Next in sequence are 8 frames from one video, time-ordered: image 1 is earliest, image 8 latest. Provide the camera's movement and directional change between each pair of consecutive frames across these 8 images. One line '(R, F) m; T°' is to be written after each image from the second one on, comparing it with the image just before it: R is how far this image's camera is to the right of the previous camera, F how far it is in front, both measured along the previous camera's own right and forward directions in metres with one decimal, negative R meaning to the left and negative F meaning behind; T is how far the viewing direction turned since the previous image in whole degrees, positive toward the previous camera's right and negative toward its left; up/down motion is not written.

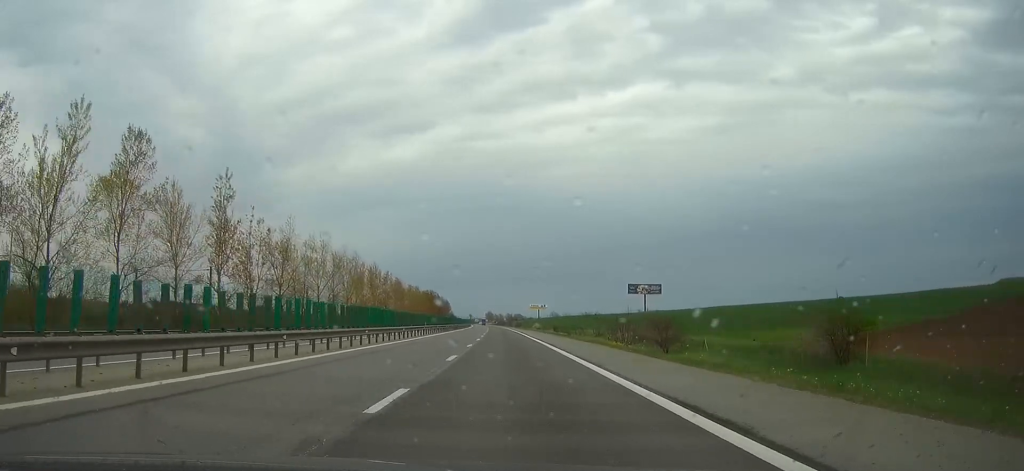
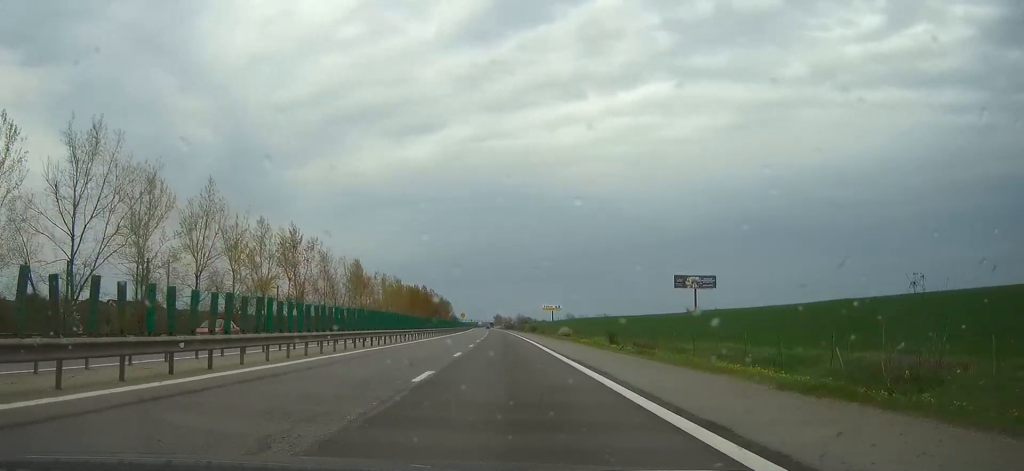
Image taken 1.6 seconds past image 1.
(-0.4, +67.0) m; -1°
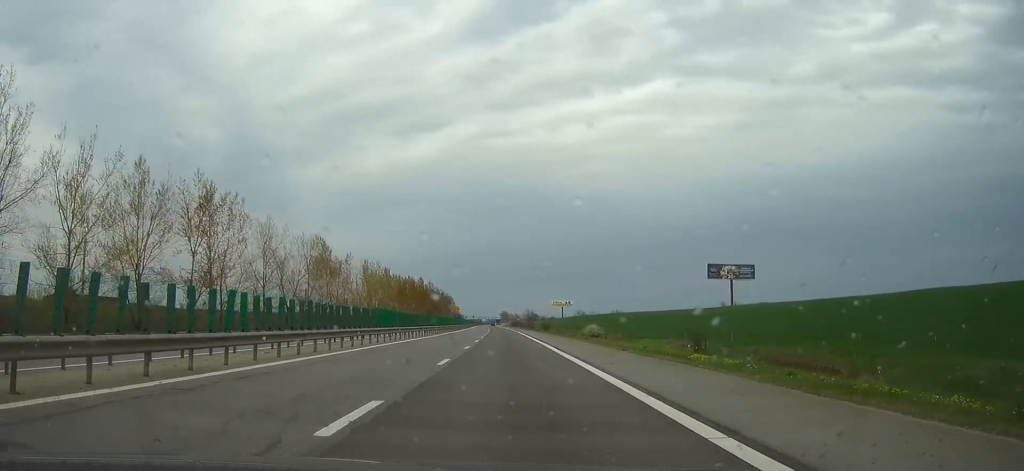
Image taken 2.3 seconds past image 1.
(0.0, +31.4) m; -1°
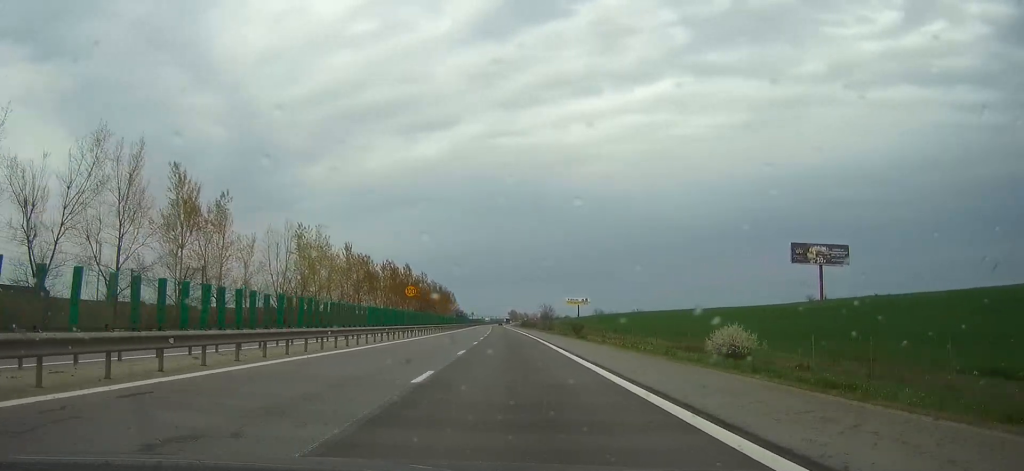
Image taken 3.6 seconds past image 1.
(-0.4, +53.8) m; -1°
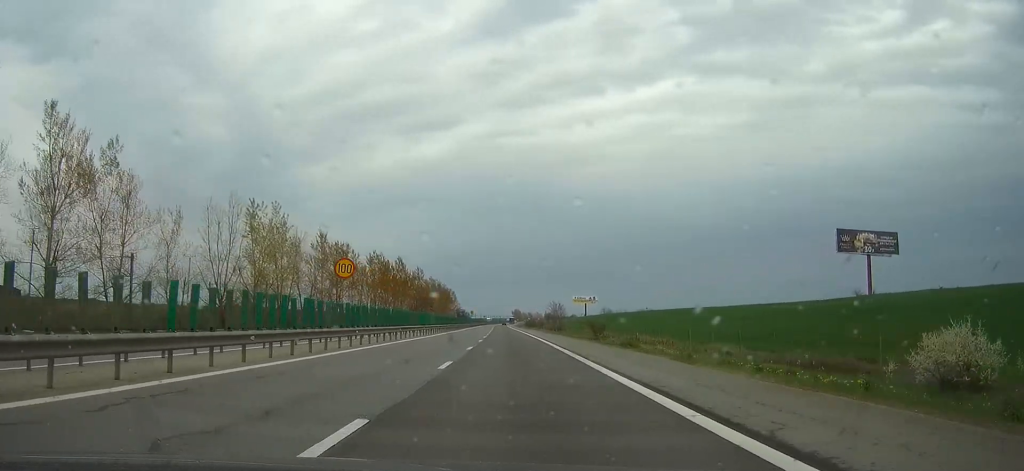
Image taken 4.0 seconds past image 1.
(0.0, +19.4) m; 0°
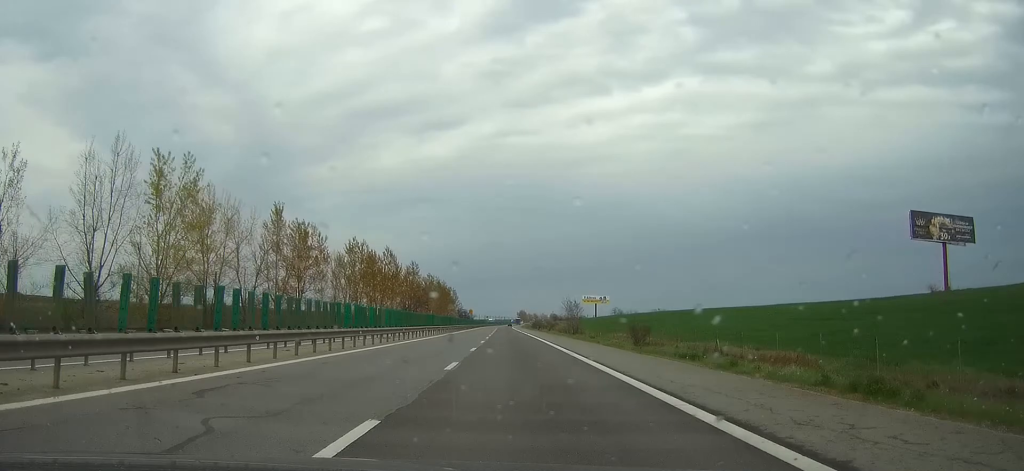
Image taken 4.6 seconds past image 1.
(0.0, +22.9) m; 0°
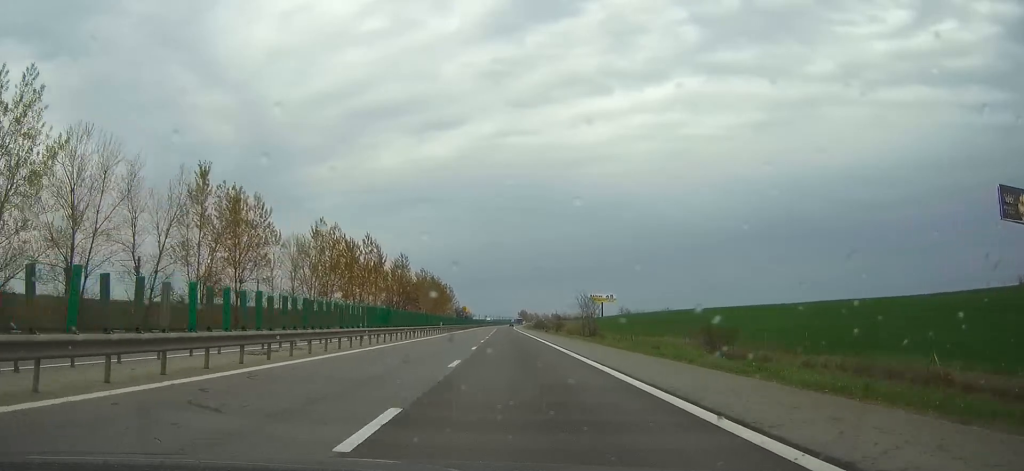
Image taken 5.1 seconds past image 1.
(-0.1, +20.9) m; 0°
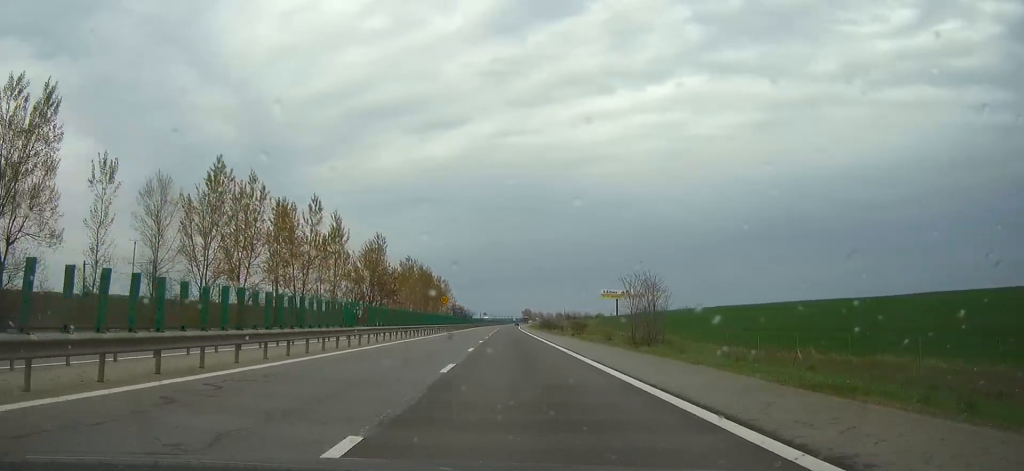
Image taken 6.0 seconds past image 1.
(-0.1, +32.4) m; 0°
